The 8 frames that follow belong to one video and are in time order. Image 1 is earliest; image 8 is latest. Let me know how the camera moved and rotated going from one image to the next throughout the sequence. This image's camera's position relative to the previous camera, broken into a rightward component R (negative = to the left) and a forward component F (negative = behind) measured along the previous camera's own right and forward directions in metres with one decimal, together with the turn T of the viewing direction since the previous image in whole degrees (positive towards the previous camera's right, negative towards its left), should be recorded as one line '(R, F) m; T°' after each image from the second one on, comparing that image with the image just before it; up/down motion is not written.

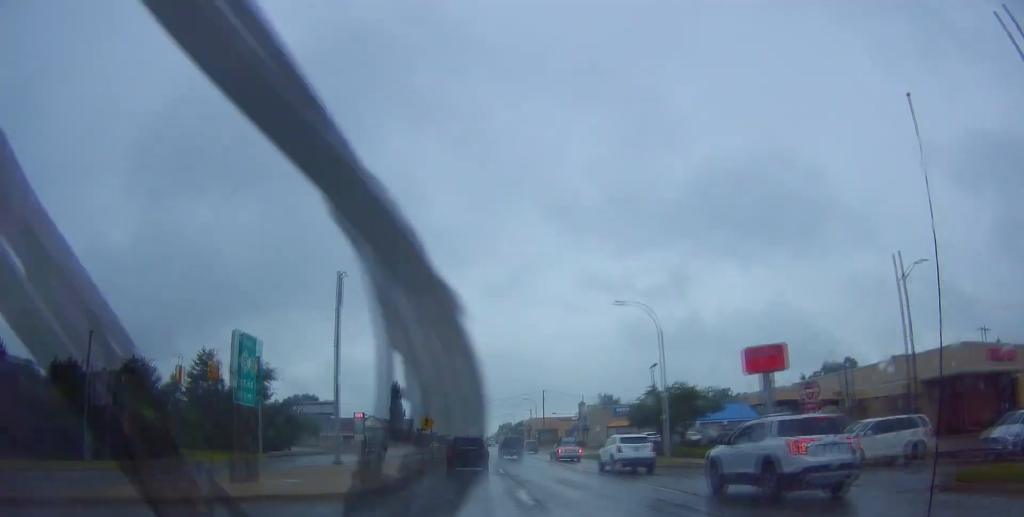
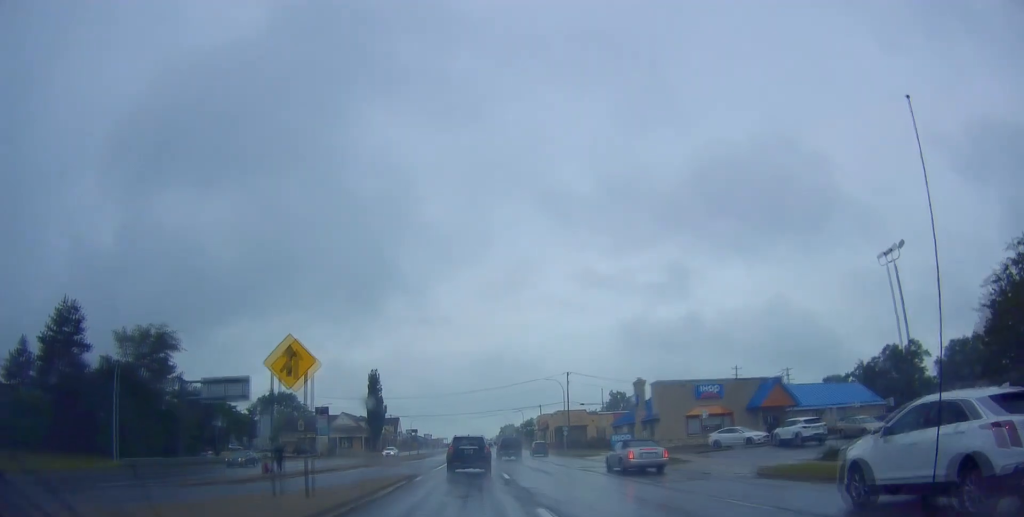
(+0.4, +35.2) m; +1°
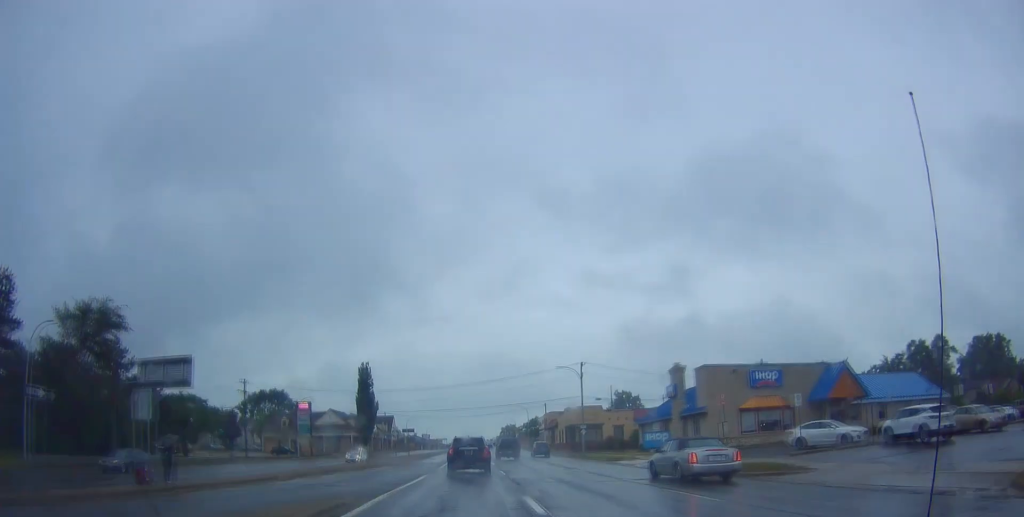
(0.0, +12.7) m; -1°
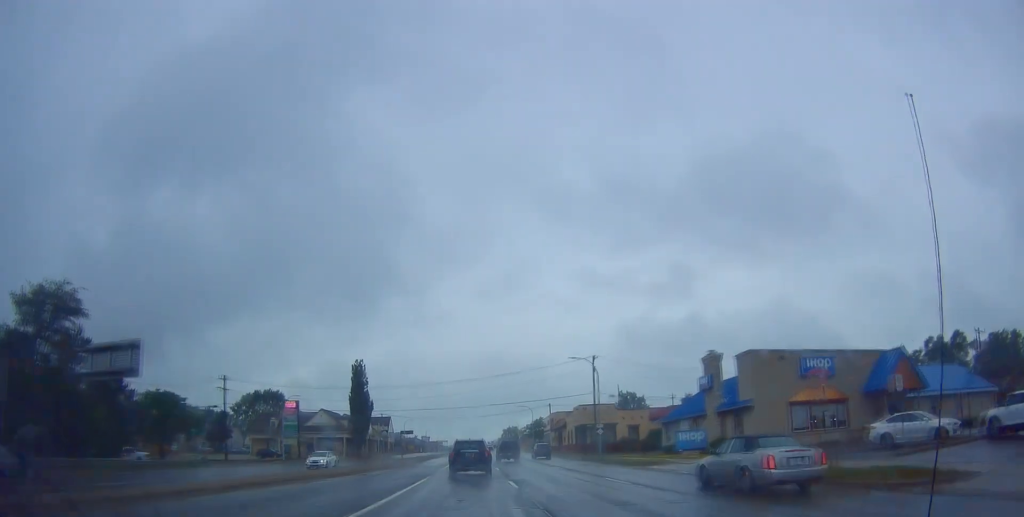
(+0.1, +8.2) m; -1°
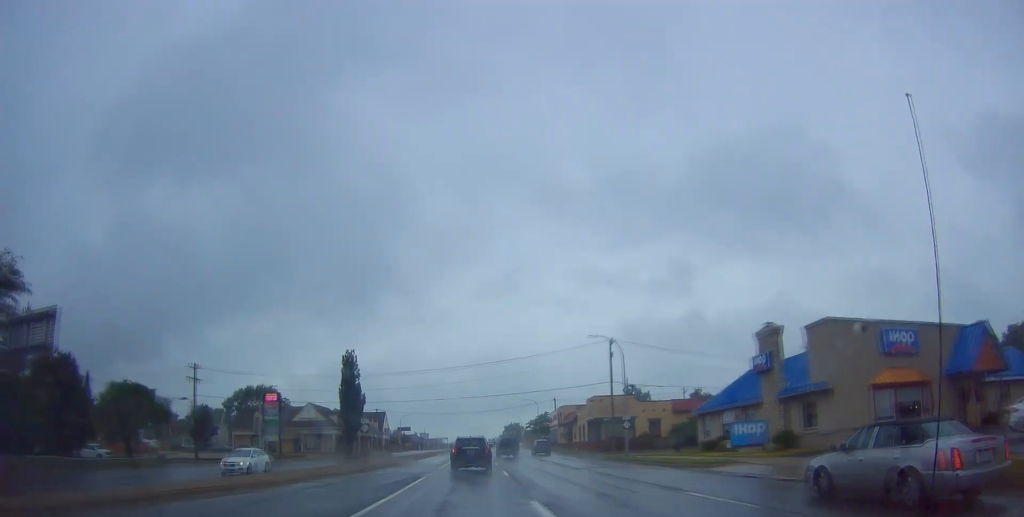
(-0.3, +9.7) m; 0°
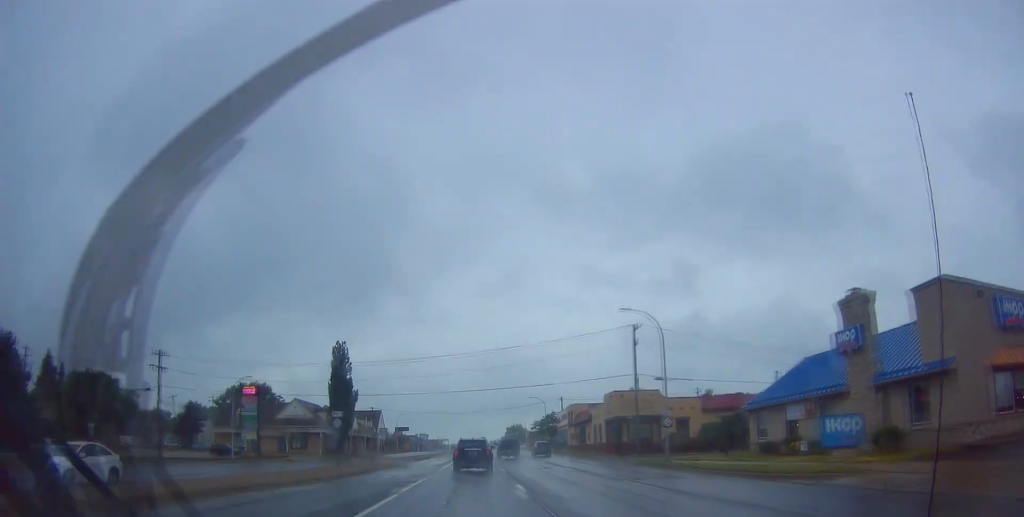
(-0.2, +9.6) m; 0°
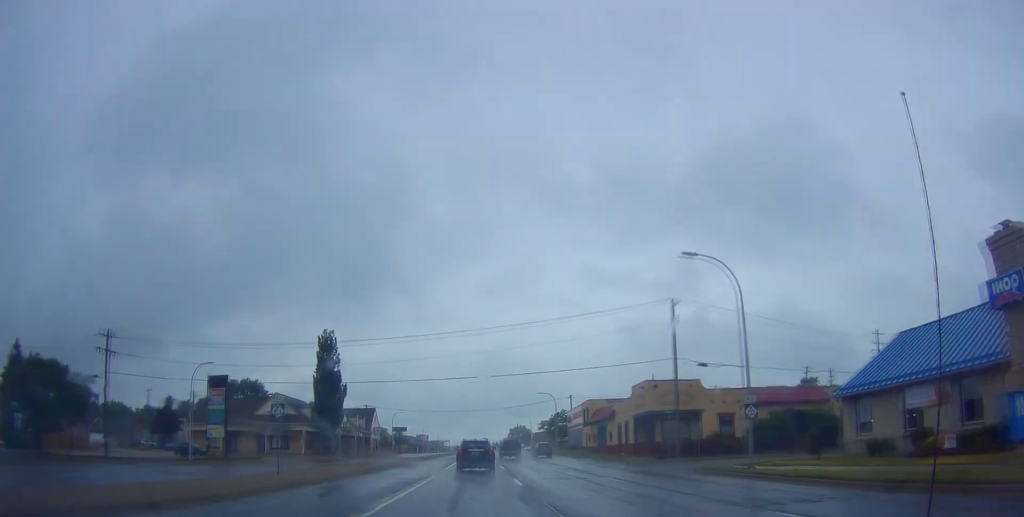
(+0.4, +11.0) m; 0°
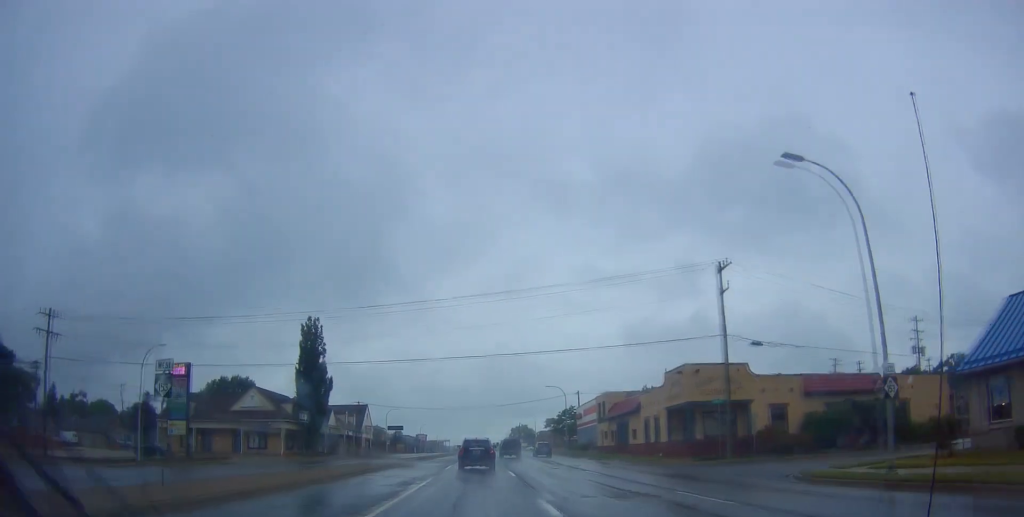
(-0.2, +9.3) m; 0°
